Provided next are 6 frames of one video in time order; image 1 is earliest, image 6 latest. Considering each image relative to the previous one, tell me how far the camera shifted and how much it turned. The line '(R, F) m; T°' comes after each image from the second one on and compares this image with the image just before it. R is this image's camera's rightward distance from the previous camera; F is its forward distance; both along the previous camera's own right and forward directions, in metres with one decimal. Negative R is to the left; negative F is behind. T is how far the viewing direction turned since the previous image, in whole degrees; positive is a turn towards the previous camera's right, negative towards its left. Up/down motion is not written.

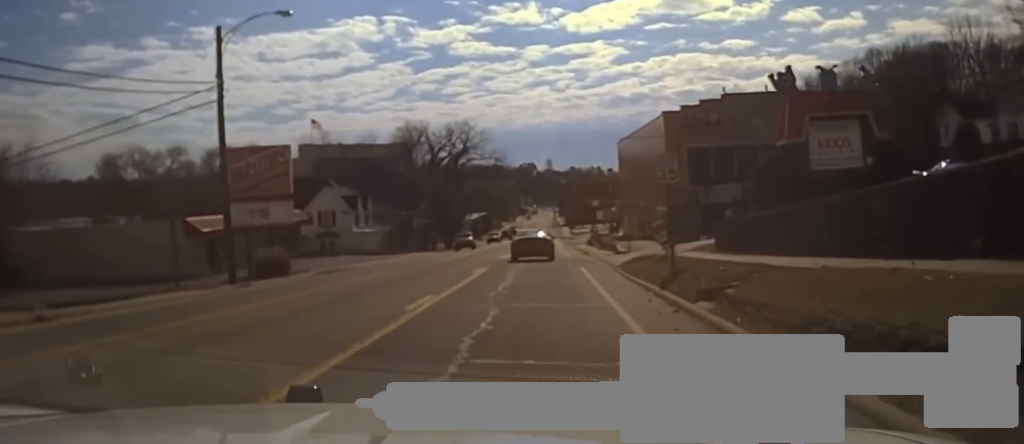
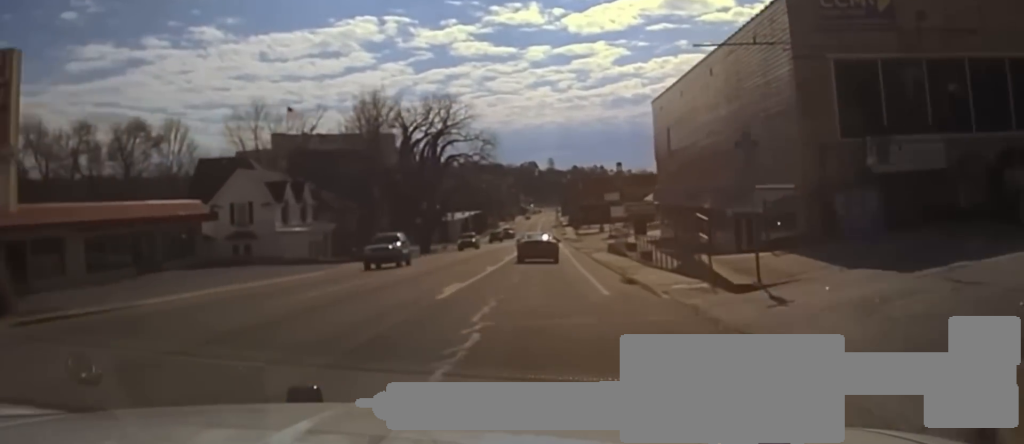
(+0.2, +21.8) m; 0°
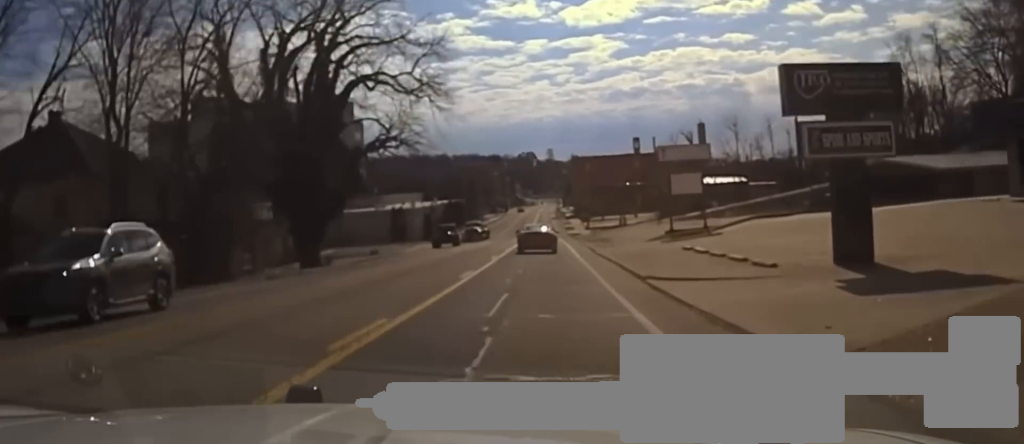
(-0.6, +43.9) m; 0°
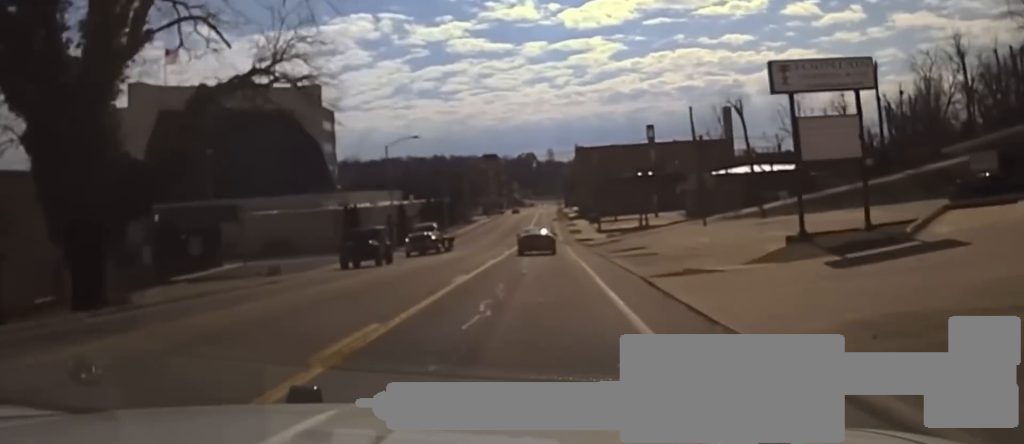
(+0.3, +23.2) m; 0°
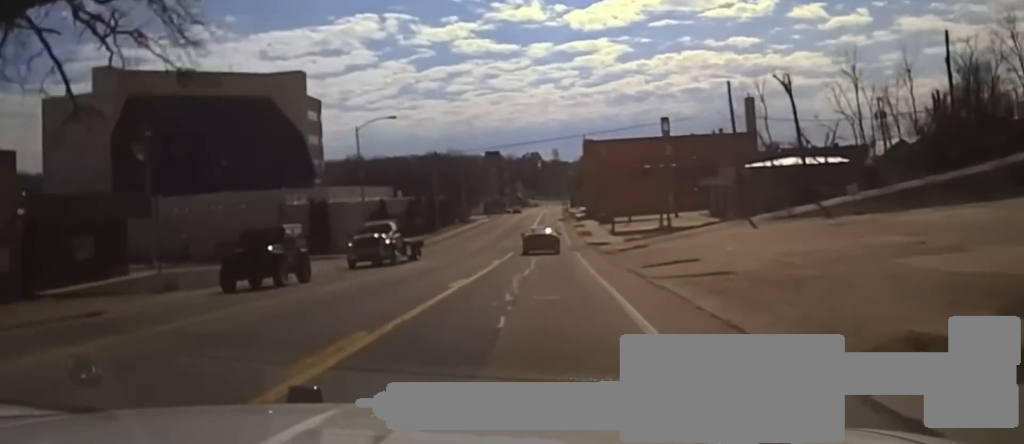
(0.0, +10.5) m; 0°
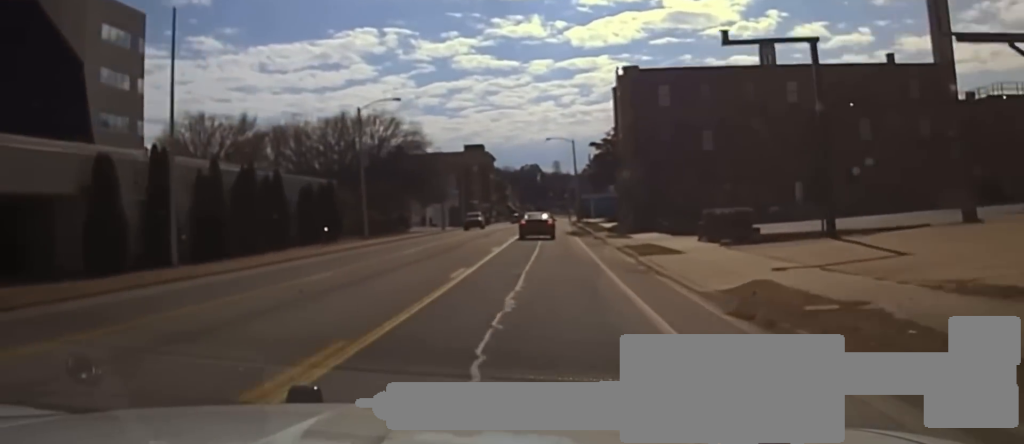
(-0.8, +43.4) m; 0°
